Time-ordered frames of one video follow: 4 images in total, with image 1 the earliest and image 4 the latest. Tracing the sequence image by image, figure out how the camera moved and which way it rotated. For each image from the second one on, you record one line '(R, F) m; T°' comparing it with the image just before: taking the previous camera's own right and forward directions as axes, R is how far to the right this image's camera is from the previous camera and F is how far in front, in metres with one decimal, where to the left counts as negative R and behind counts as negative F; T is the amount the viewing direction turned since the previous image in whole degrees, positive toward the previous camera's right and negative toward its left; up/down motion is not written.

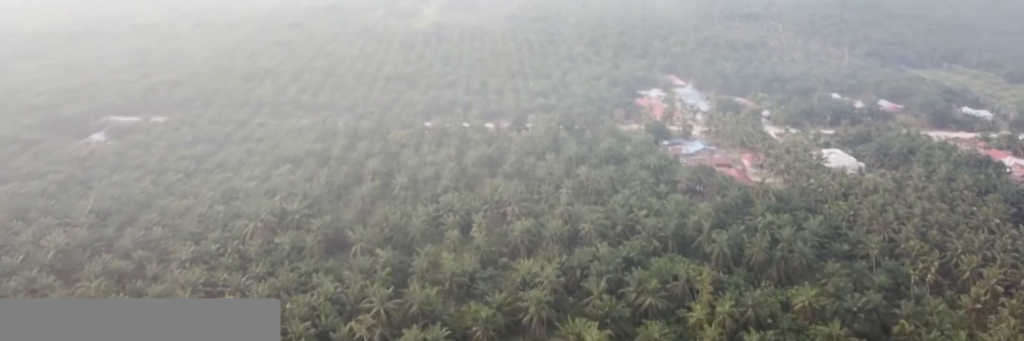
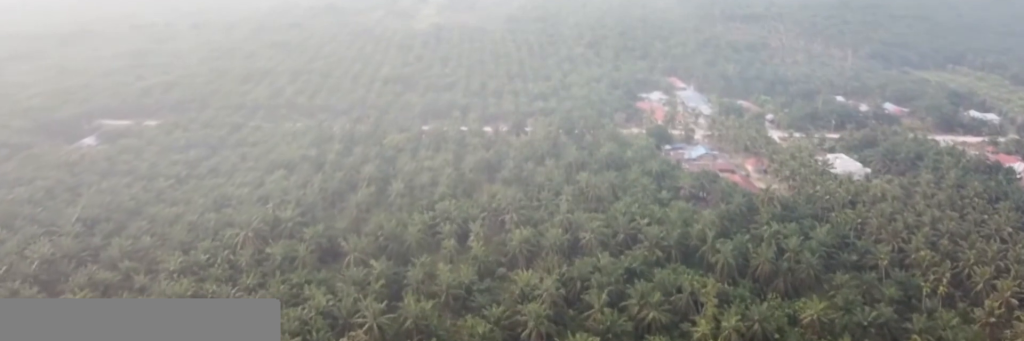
(0.0, +4.7) m; 0°
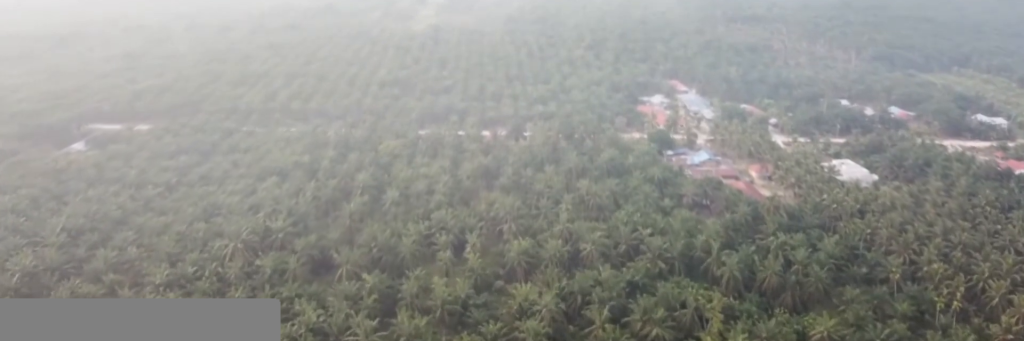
(0.0, +5.4) m; 0°
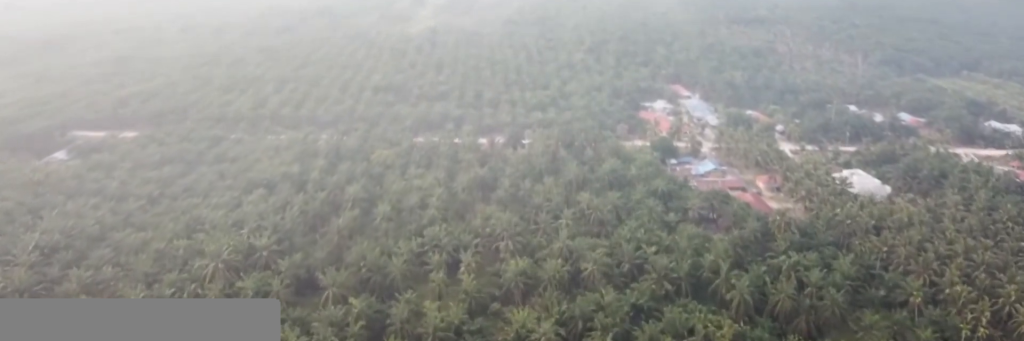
(0.0, +9.1) m; 0°
